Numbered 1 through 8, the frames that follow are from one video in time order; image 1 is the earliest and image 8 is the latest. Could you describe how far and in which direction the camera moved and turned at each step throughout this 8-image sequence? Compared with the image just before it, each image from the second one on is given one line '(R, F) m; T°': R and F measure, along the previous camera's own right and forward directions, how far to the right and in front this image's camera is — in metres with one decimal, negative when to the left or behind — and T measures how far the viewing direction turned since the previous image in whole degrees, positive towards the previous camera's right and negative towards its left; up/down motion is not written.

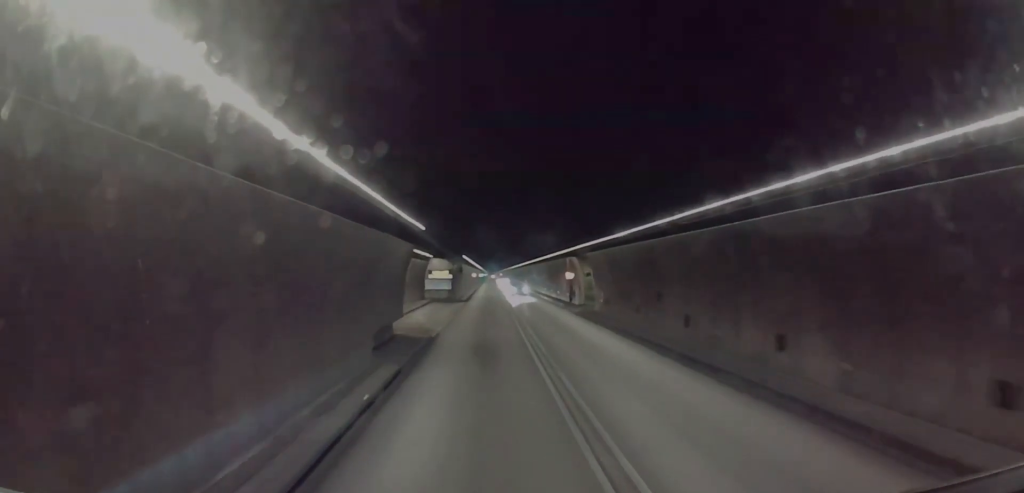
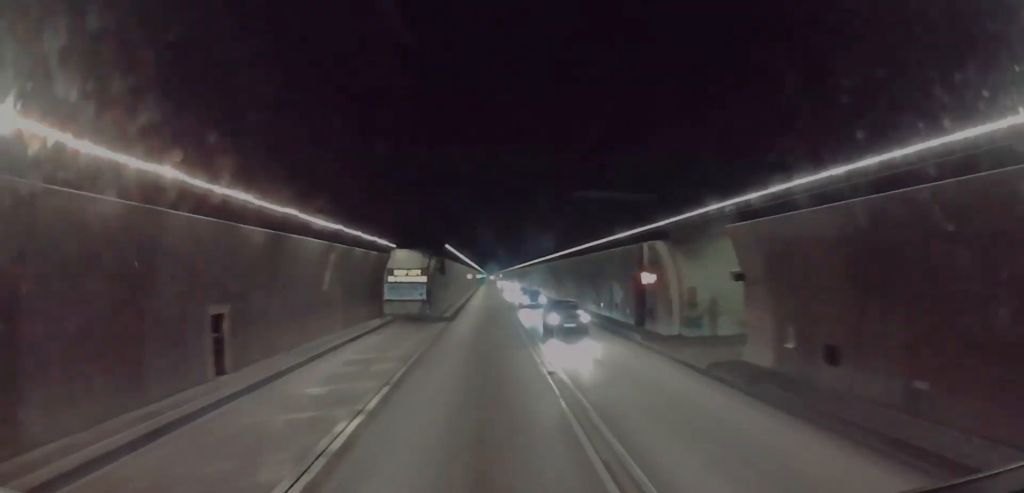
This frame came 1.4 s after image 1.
(-0.6, +23.9) m; -1°
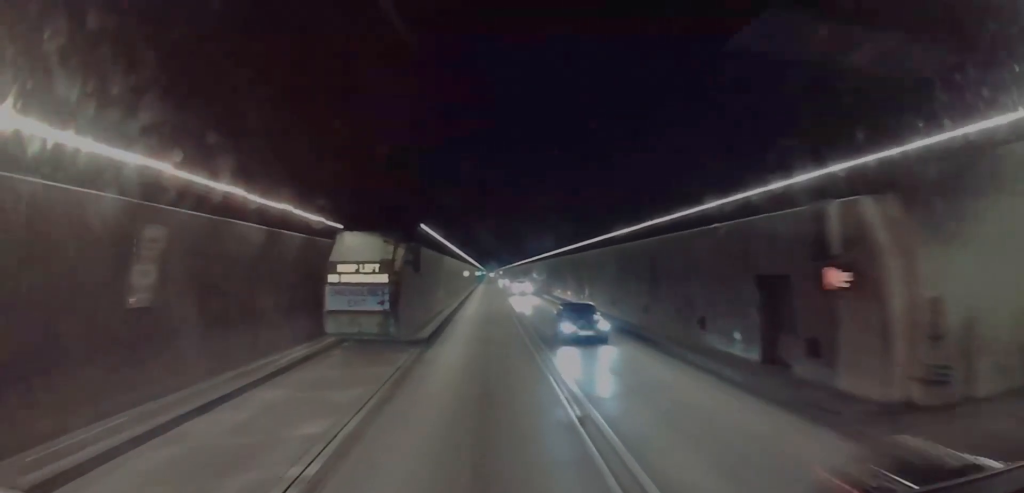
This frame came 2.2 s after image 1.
(0.0, +13.8) m; 0°
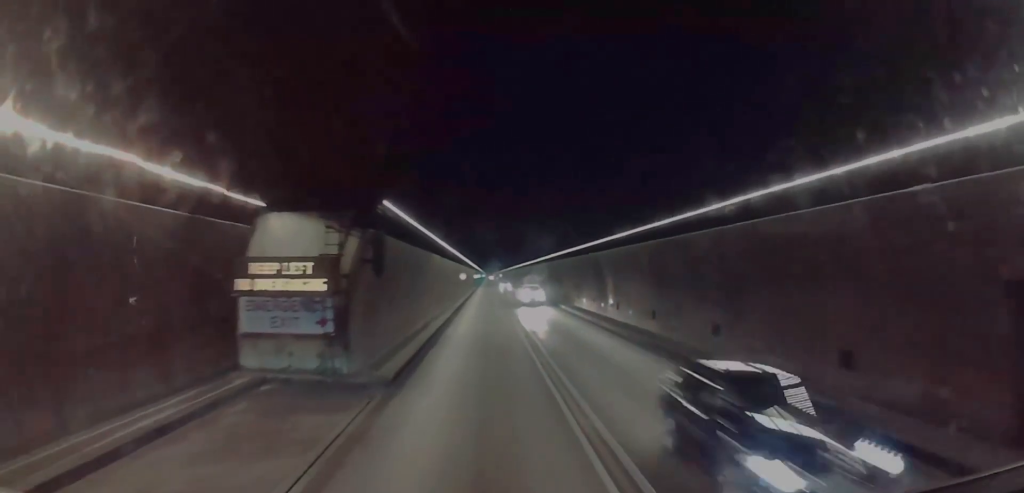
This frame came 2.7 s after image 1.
(0.0, +8.6) m; 0°
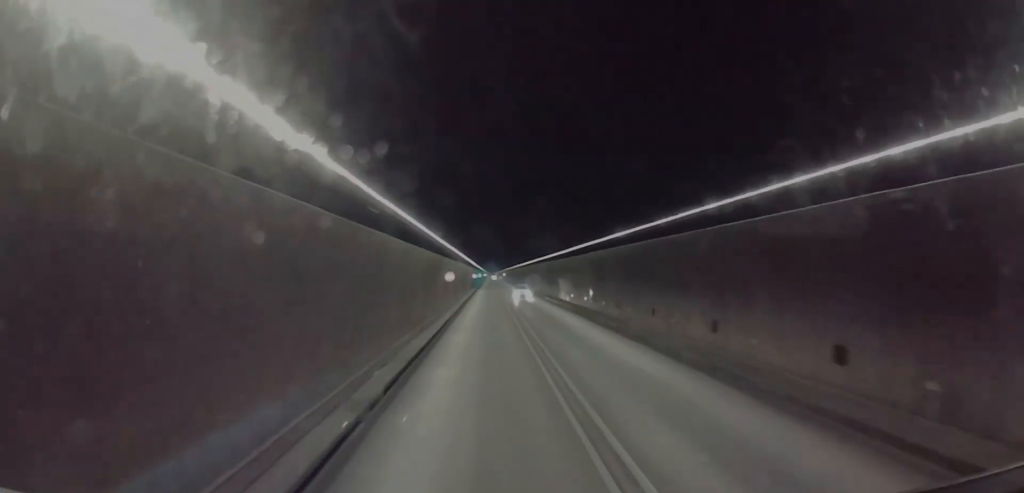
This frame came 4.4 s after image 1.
(0.0, +28.8) m; +1°
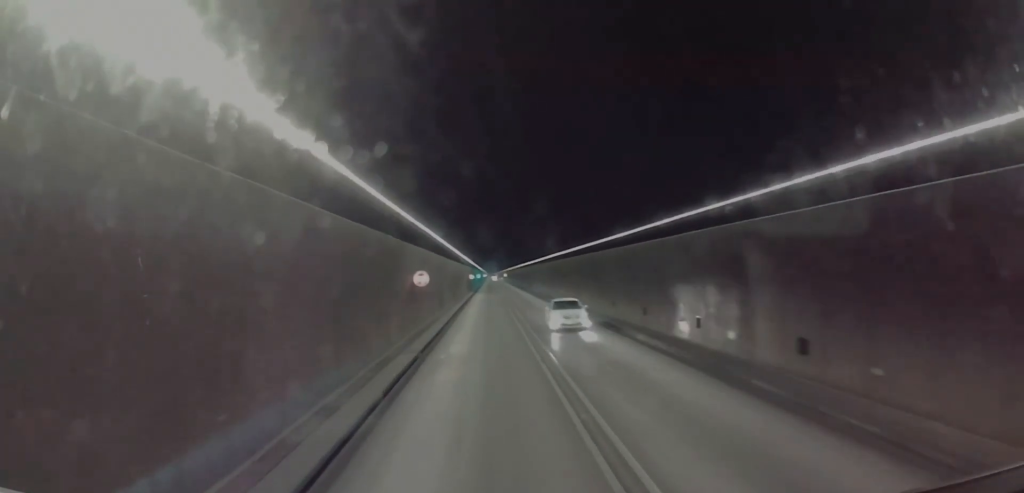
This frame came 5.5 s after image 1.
(+0.4, +20.2) m; +1°
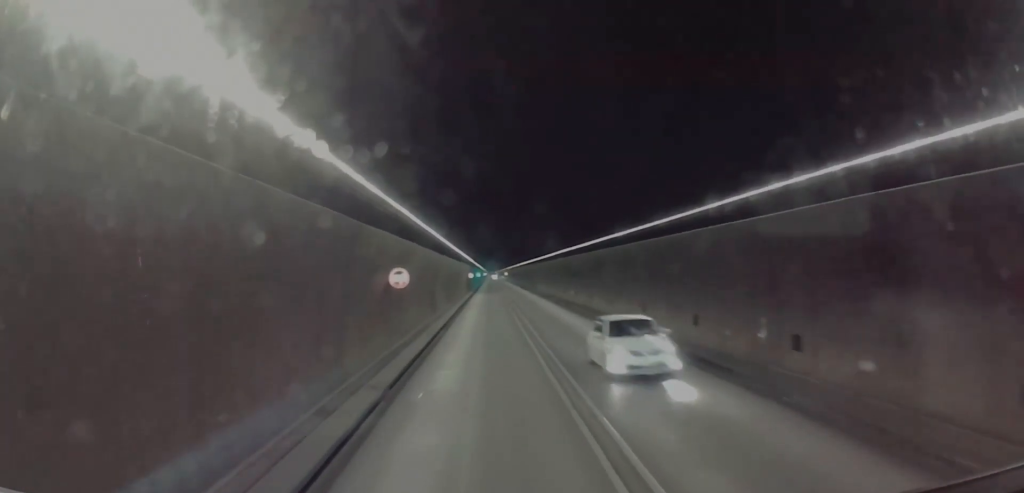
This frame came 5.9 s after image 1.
(+0.1, +6.9) m; 0°
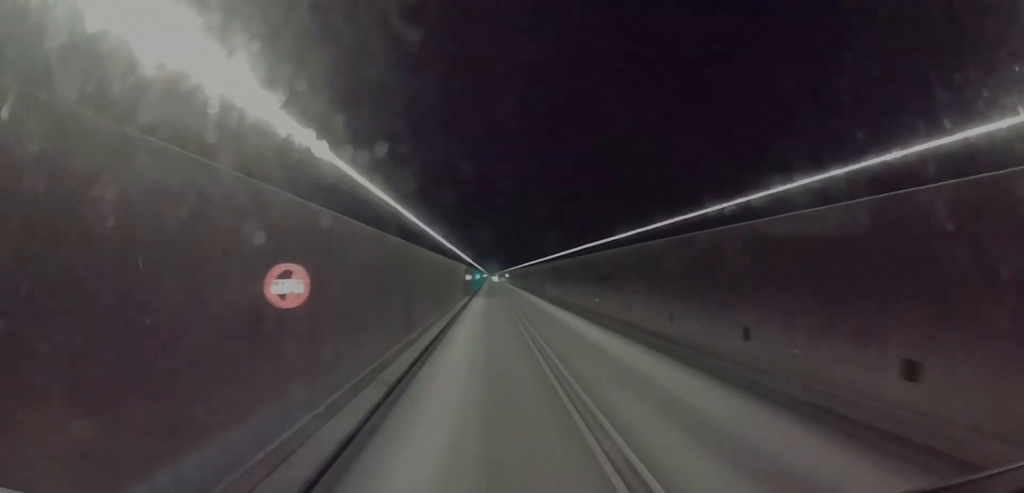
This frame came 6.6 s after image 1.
(-0.3, +11.8) m; -1°
